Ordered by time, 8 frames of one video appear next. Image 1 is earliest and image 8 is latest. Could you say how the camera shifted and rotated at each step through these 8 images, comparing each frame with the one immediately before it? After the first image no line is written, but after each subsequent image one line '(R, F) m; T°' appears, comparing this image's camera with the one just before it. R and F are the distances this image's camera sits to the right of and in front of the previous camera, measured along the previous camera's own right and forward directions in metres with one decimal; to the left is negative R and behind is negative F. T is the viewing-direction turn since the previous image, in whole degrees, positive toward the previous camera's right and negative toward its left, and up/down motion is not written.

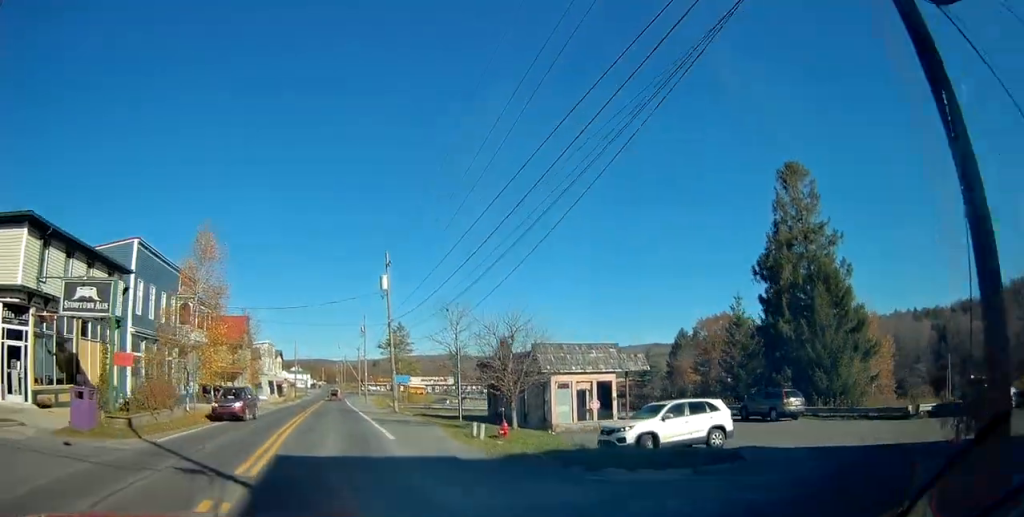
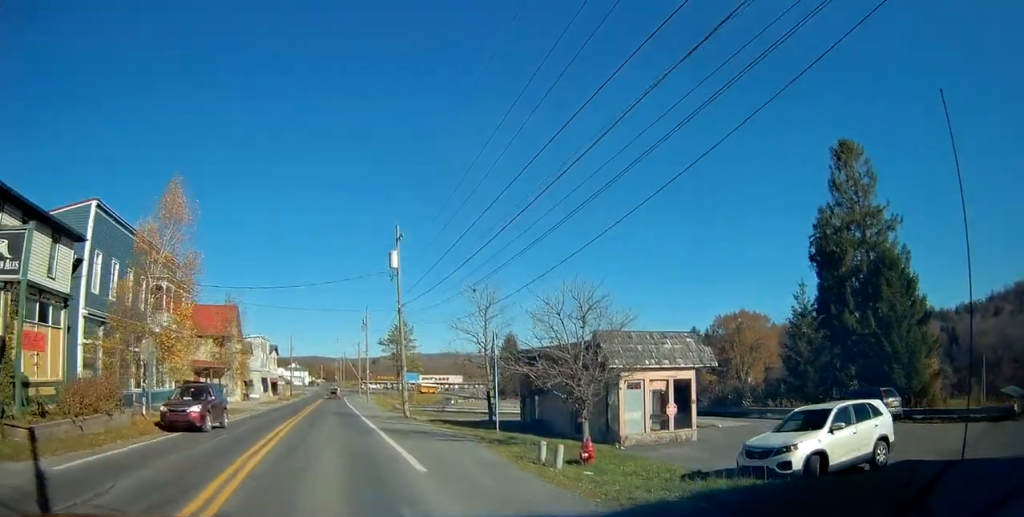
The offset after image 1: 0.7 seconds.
(0.0, +6.8) m; -1°
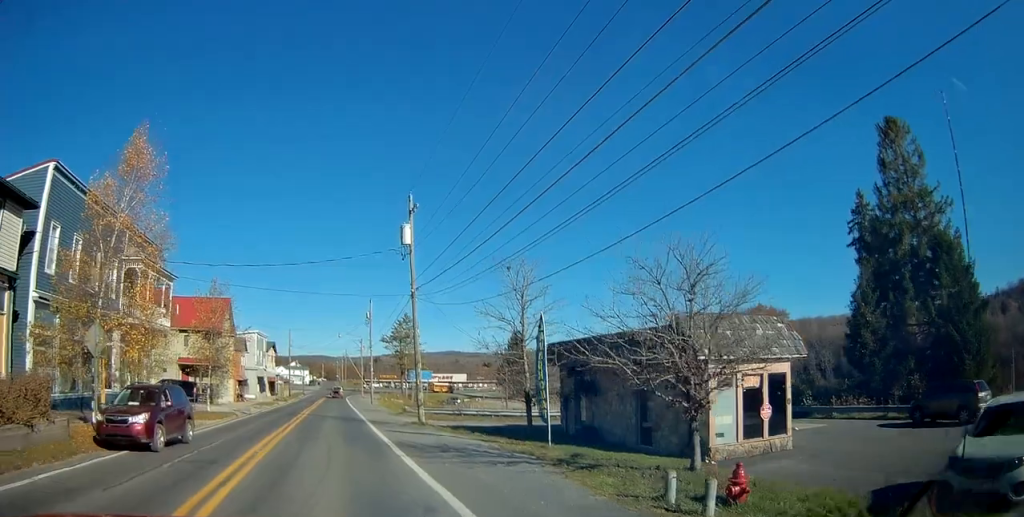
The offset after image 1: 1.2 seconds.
(-0.1, +5.2) m; 0°
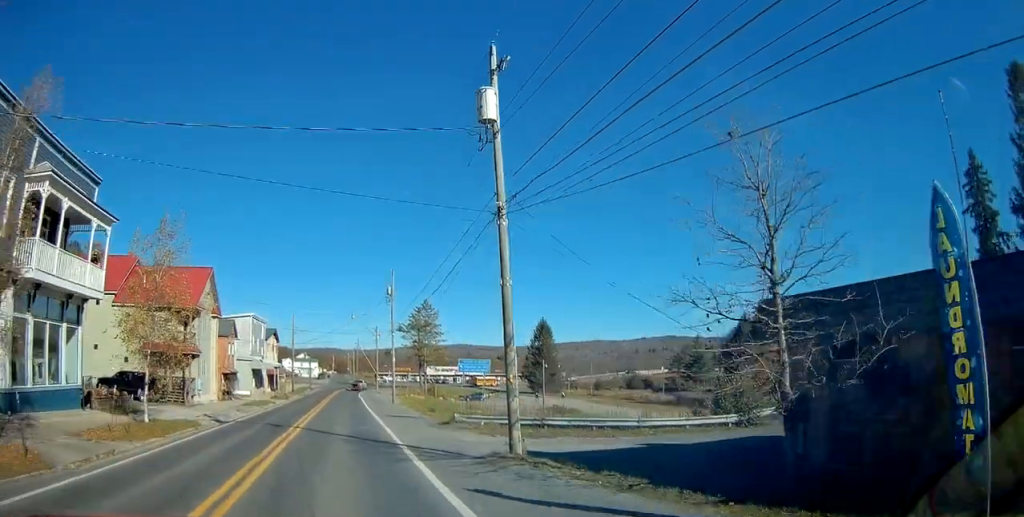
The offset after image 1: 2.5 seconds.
(+0.1, +12.8) m; 0°
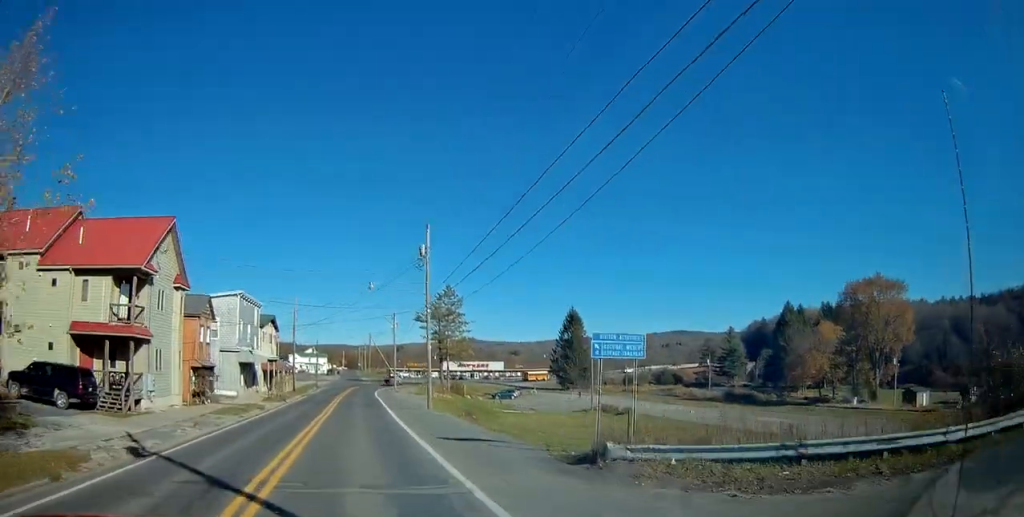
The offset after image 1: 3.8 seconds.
(-0.2, +13.5) m; -1°
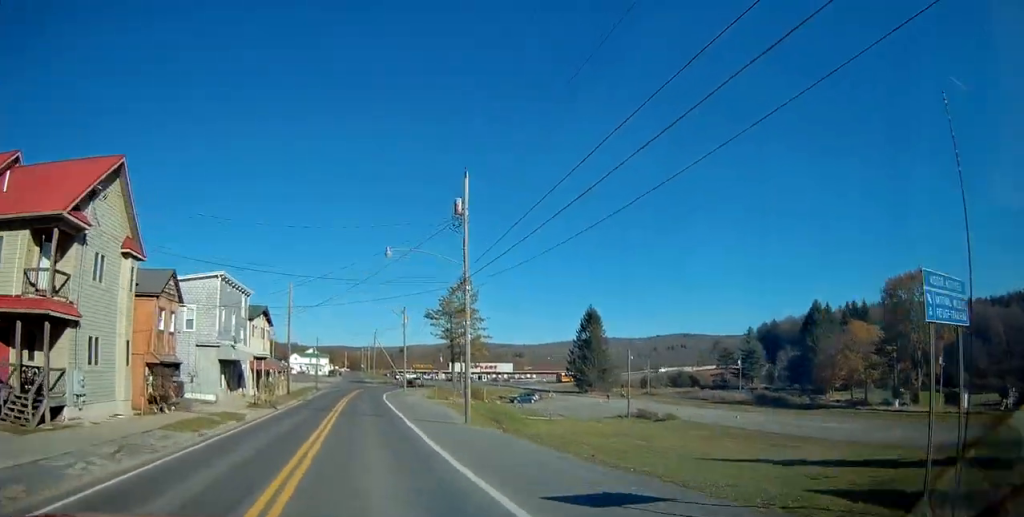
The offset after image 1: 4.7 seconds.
(0.0, +9.0) m; 0°
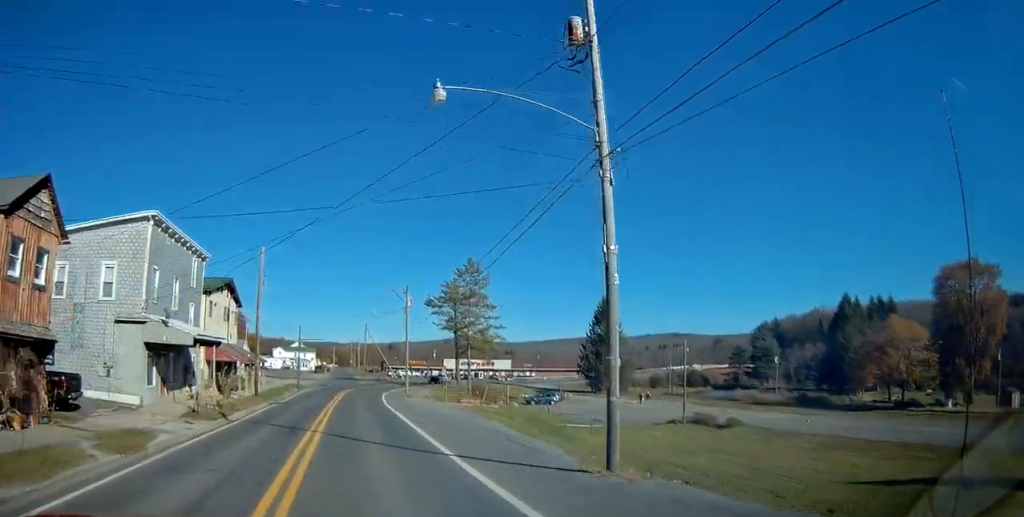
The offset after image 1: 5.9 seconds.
(+0.2, +13.4) m; +1°
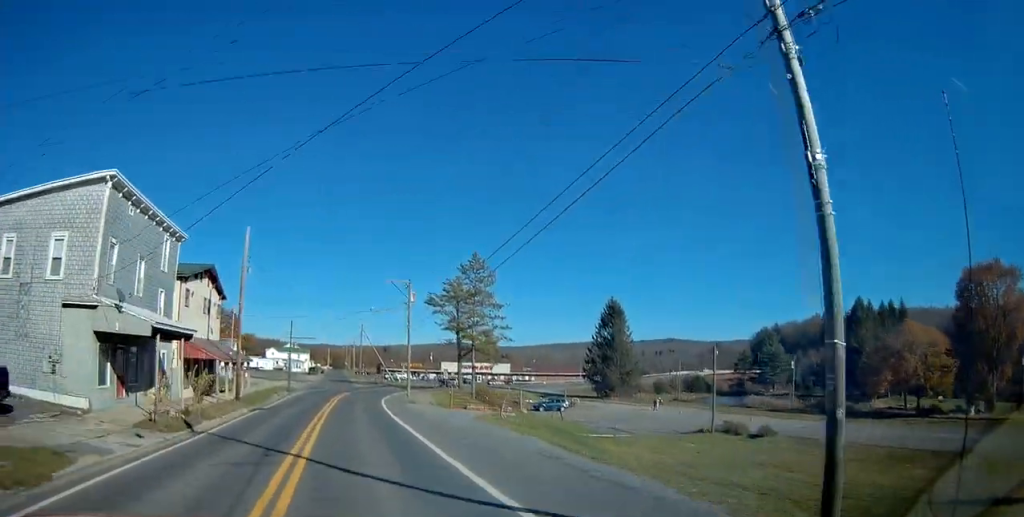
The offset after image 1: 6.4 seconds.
(0.0, +5.4) m; 0°
